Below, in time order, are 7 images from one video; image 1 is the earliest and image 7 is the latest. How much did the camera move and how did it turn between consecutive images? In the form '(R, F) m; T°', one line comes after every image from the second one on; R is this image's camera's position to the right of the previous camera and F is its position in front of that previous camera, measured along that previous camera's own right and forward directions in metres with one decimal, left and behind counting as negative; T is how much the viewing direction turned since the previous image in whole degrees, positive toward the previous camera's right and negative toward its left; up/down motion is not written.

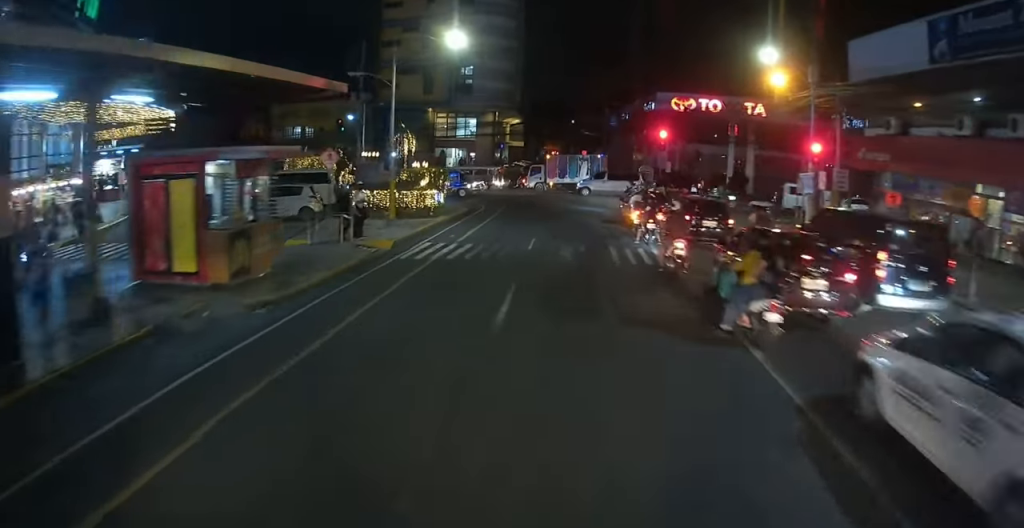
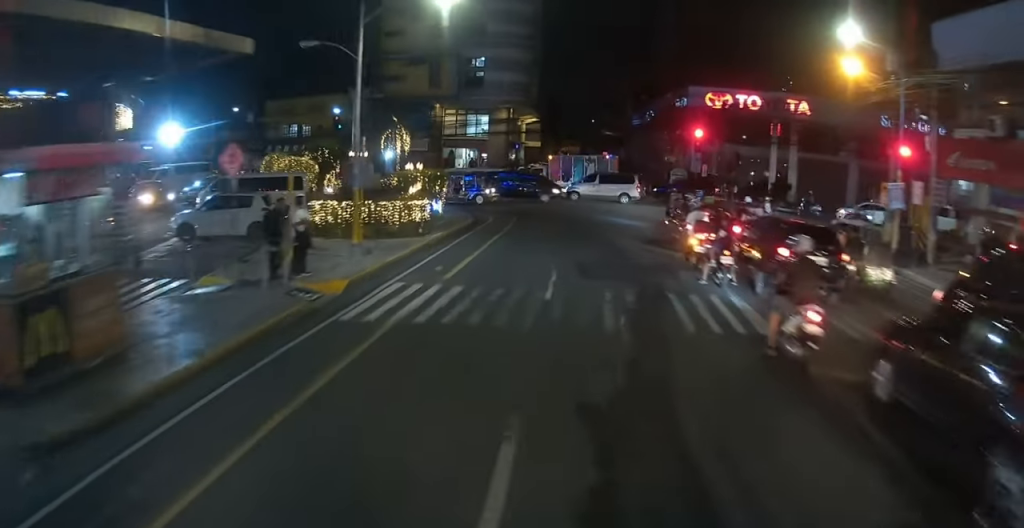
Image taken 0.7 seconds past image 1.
(+0.1, +6.6) m; +3°
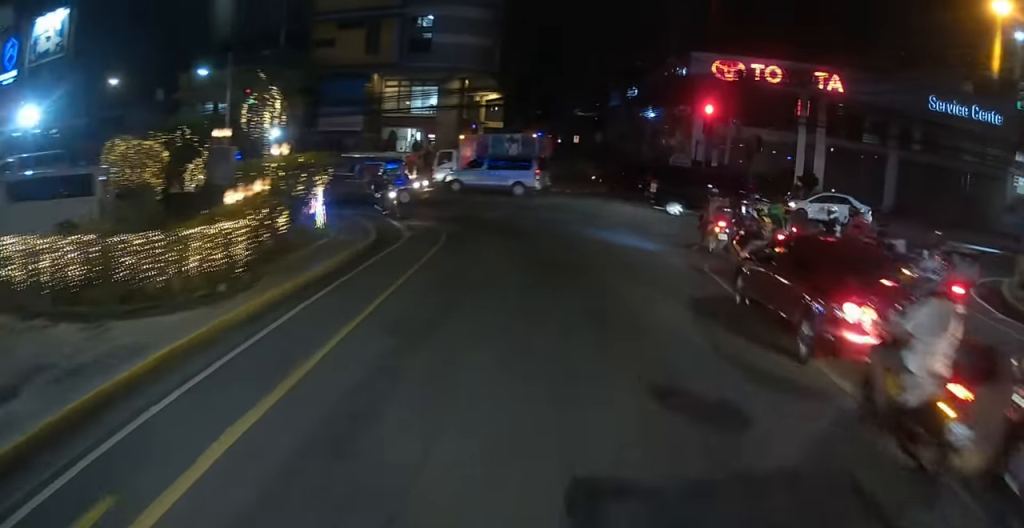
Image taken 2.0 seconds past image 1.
(+0.6, +11.6) m; +6°
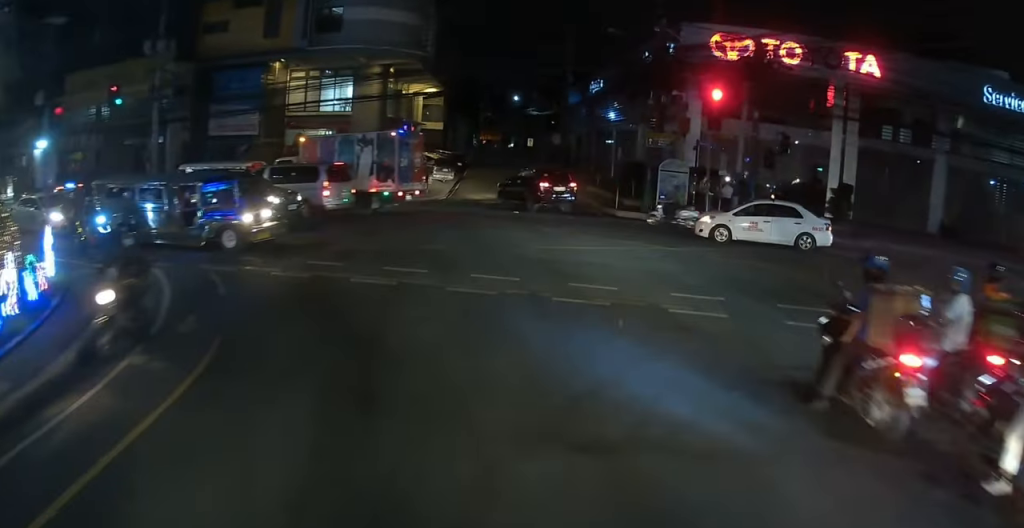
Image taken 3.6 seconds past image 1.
(+1.1, +11.6) m; +17°
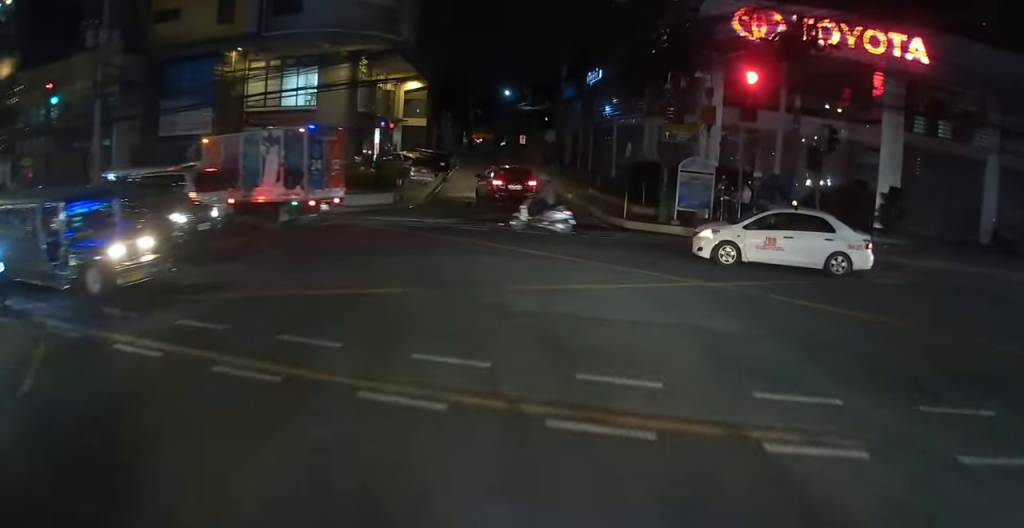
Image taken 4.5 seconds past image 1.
(+0.7, +5.5) m; +13°
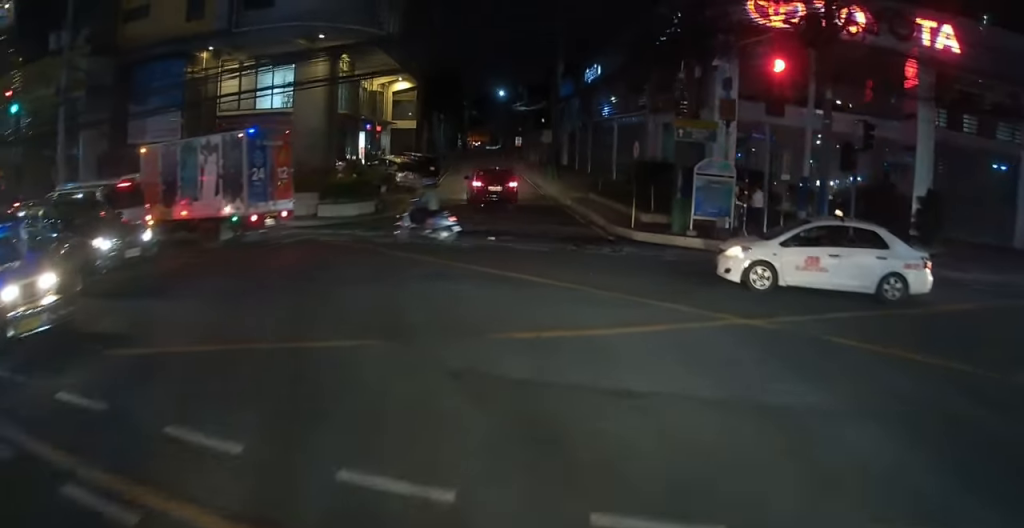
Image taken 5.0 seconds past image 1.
(+0.4, +2.7) m; -5°
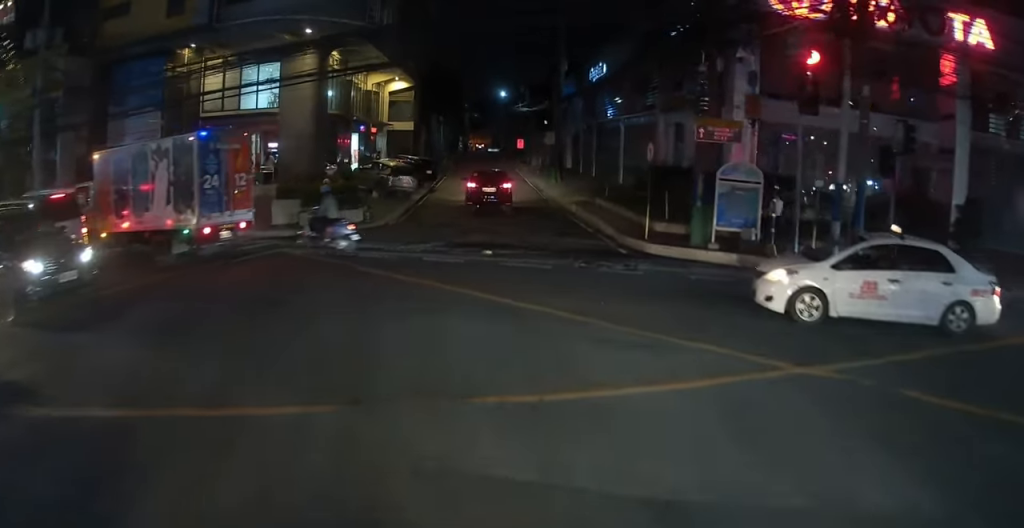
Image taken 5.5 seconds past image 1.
(+0.5, +2.5) m; -5°
